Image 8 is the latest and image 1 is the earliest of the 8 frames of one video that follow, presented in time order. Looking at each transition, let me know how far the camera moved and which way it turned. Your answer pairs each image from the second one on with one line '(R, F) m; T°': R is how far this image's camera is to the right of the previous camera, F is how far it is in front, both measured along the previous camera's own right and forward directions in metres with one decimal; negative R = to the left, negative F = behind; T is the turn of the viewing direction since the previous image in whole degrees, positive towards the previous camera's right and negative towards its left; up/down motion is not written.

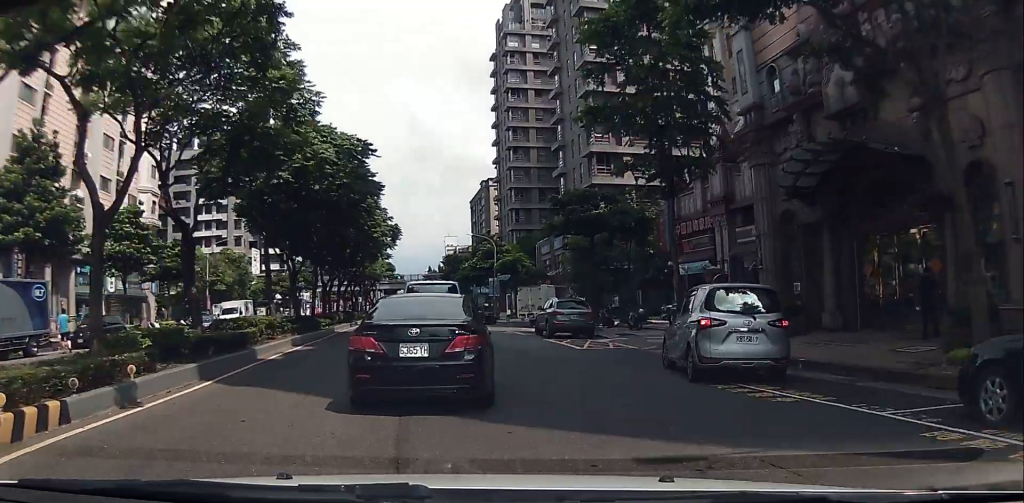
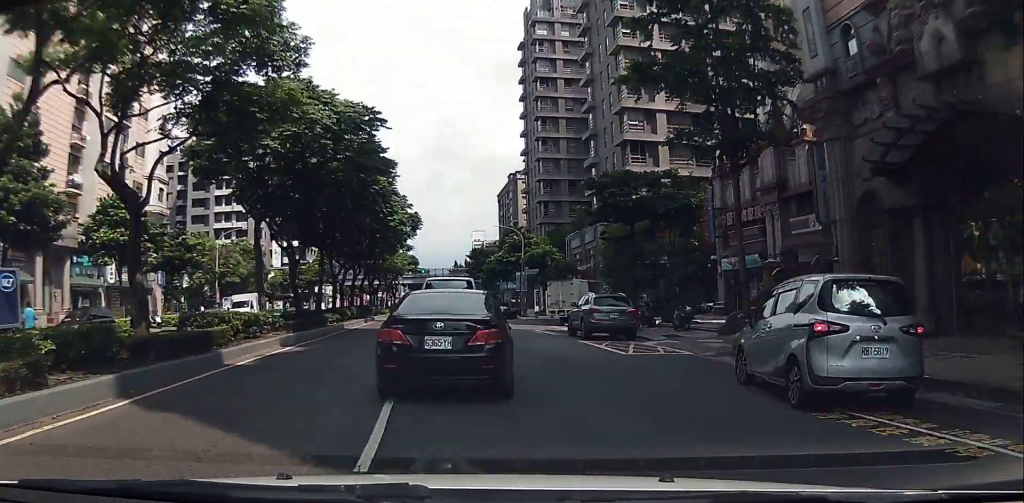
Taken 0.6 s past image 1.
(0.0, +3.2) m; -7°
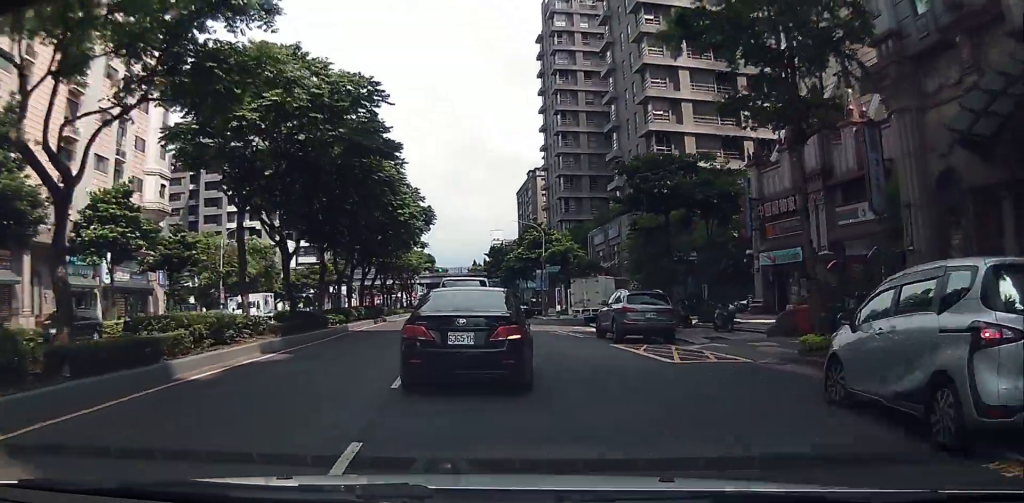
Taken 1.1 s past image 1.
(-0.2, +2.6) m; -4°
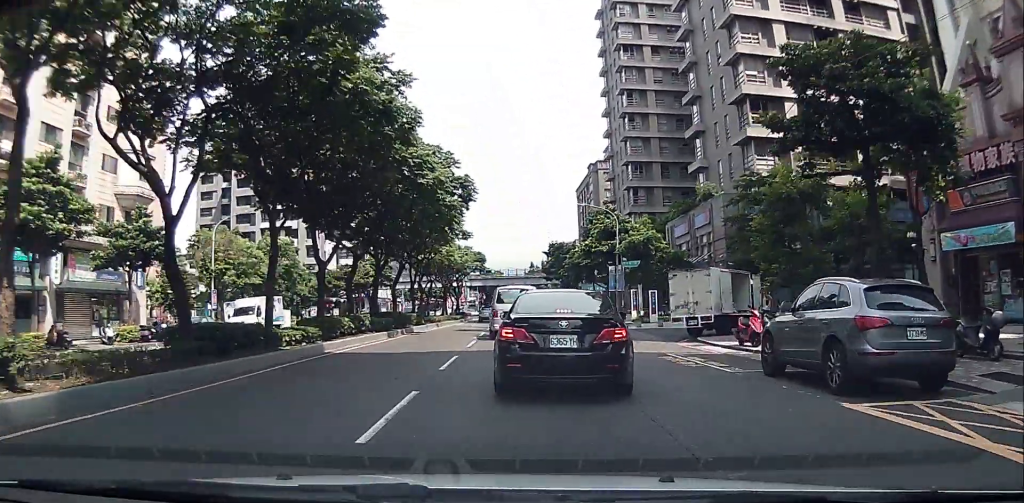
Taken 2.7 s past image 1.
(-0.6, +10.2) m; -4°
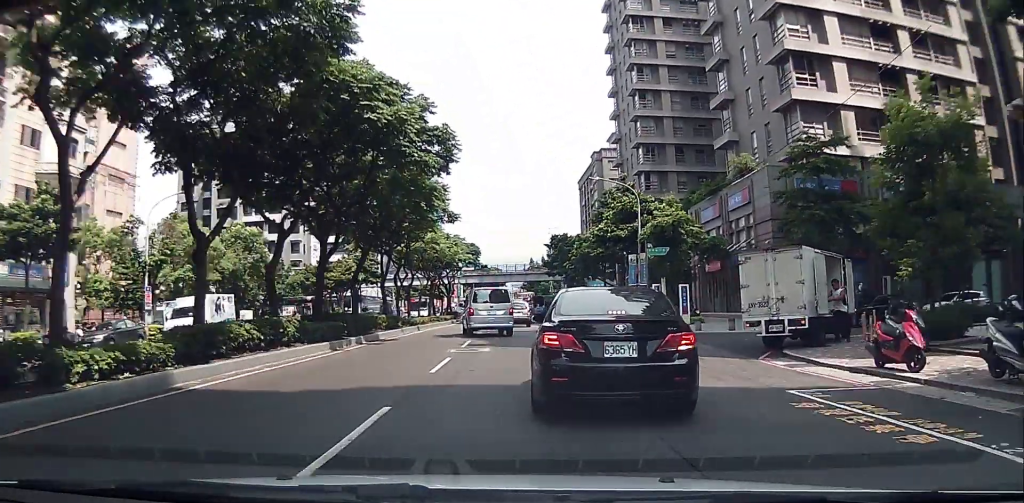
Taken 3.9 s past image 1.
(-0.3, +8.6) m; 0°
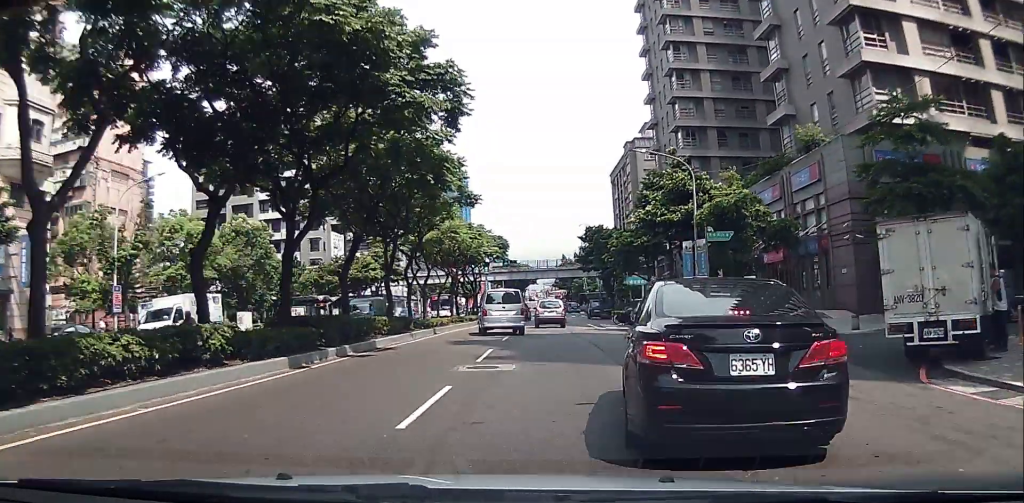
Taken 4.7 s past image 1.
(+0.3, +6.3) m; -2°
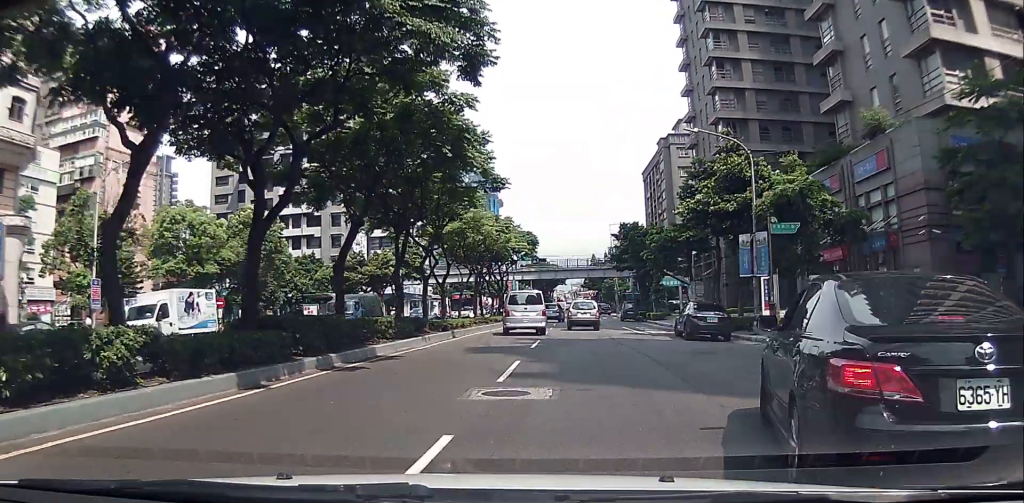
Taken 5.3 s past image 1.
(-0.3, +4.2) m; 0°
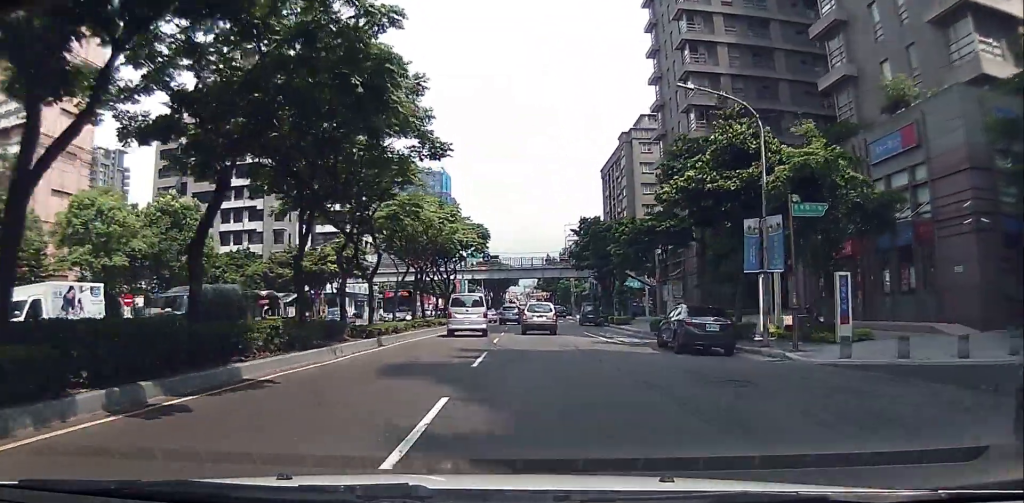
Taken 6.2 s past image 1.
(-0.1, +5.8) m; +1°
